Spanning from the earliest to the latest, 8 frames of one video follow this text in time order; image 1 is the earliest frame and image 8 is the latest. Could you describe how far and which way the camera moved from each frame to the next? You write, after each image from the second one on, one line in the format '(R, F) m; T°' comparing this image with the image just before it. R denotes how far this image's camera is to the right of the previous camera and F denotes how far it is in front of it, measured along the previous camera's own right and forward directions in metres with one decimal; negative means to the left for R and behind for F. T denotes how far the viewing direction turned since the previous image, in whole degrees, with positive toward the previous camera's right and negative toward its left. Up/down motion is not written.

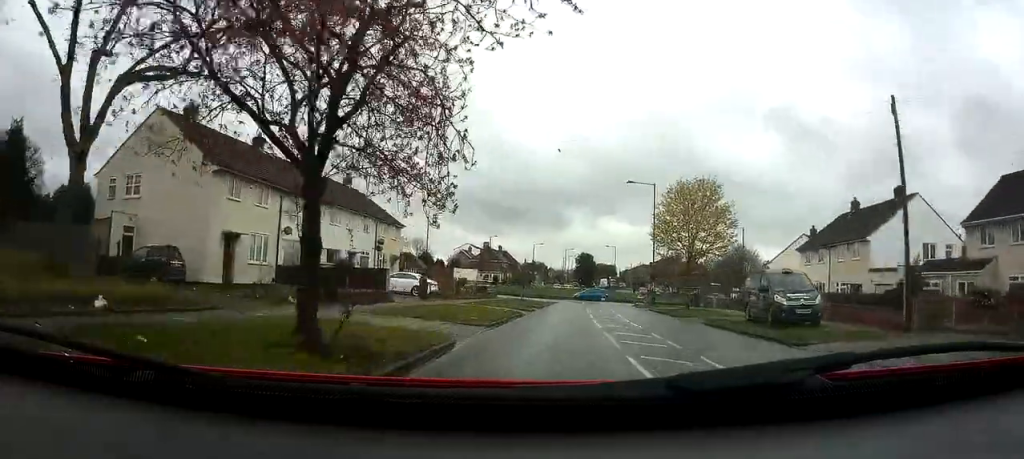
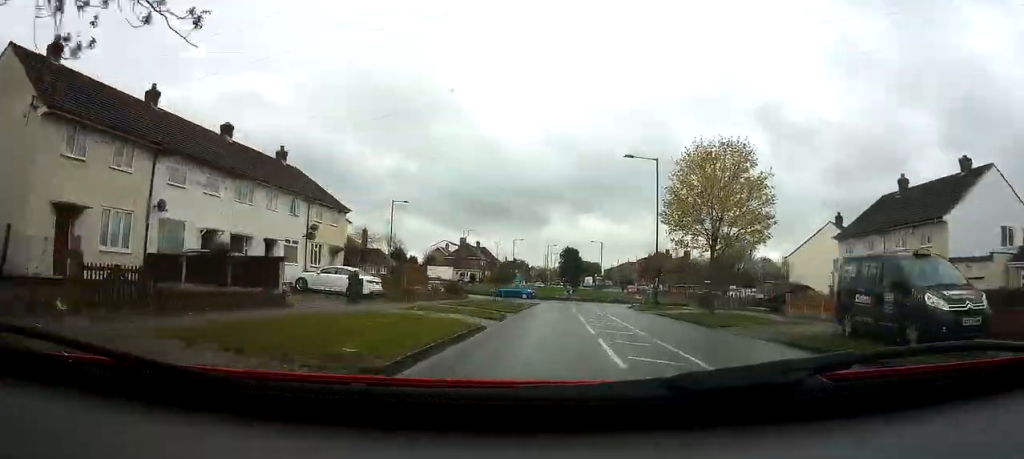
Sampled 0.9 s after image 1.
(+0.3, +9.1) m; +3°
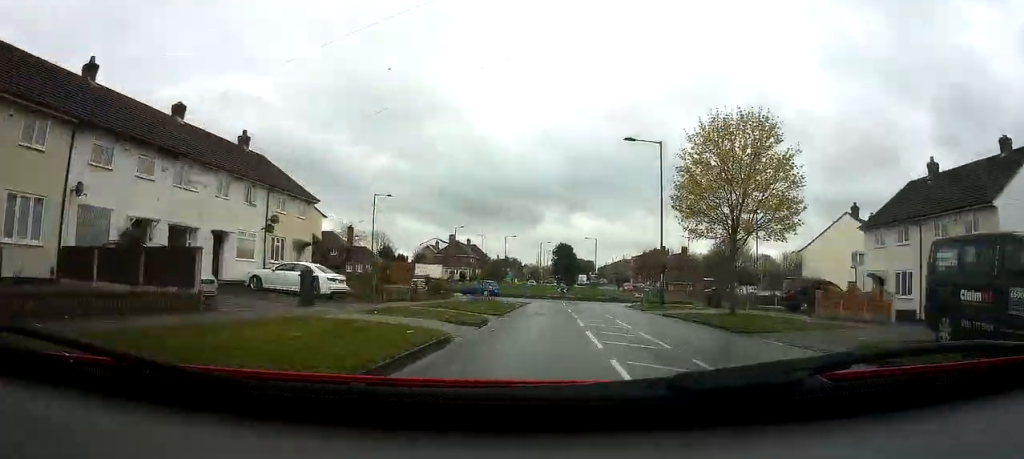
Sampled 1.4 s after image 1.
(+0.1, +4.1) m; +1°
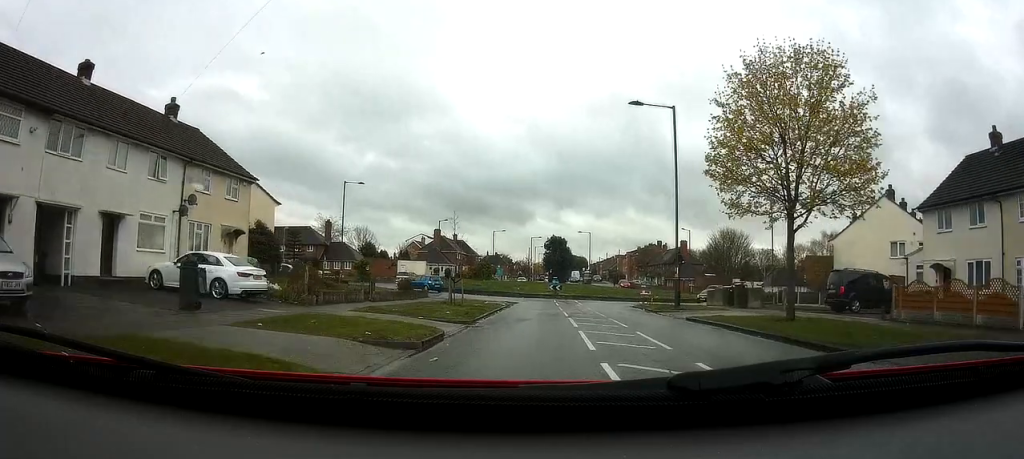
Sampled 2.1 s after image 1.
(+0.1, +6.7) m; +1°
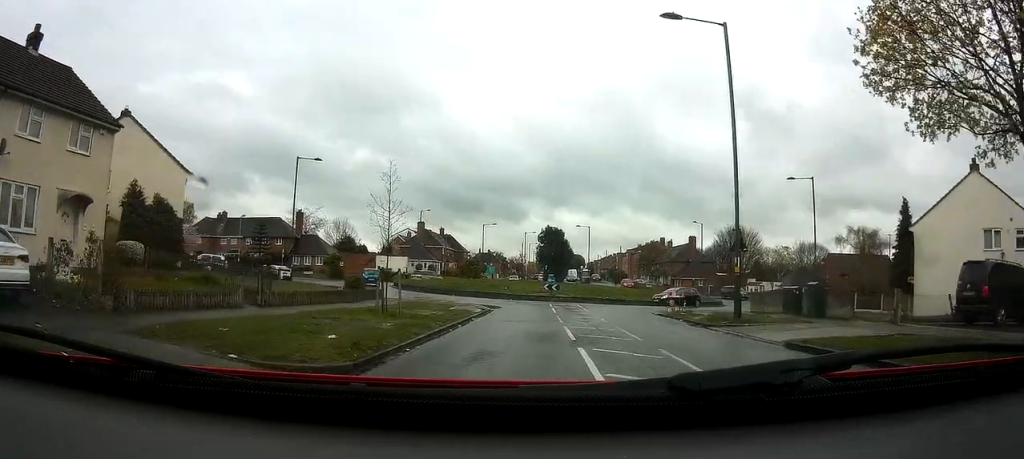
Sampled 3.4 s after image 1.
(+0.2, +10.2) m; +1°
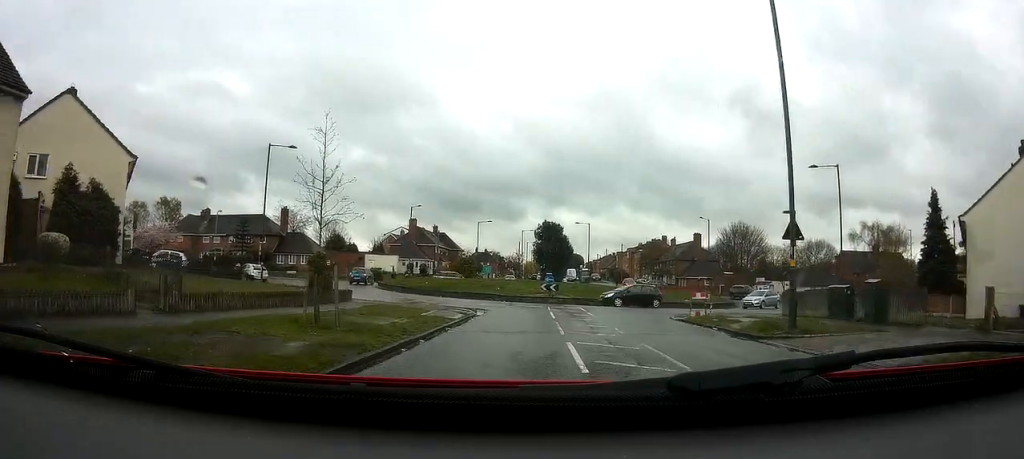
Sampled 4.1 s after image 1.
(+0.1, +4.9) m; -1°
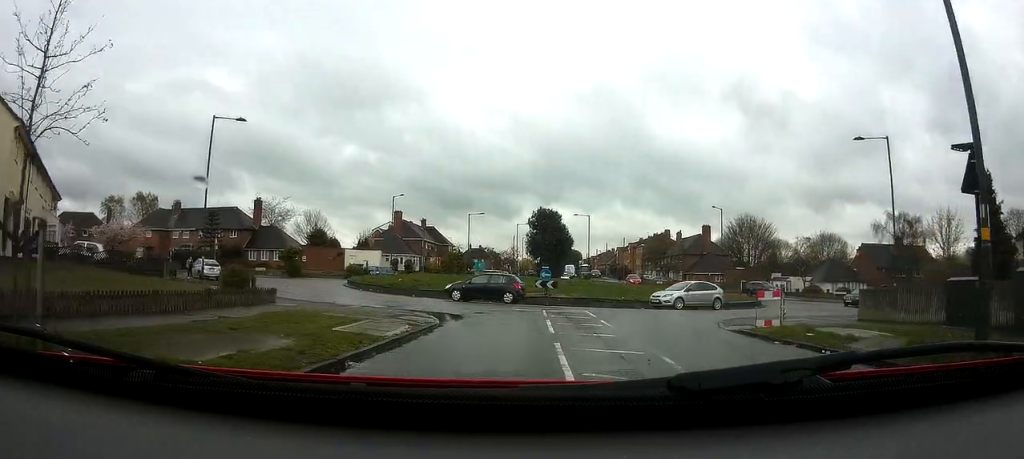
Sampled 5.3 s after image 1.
(-0.3, +7.2) m; 0°
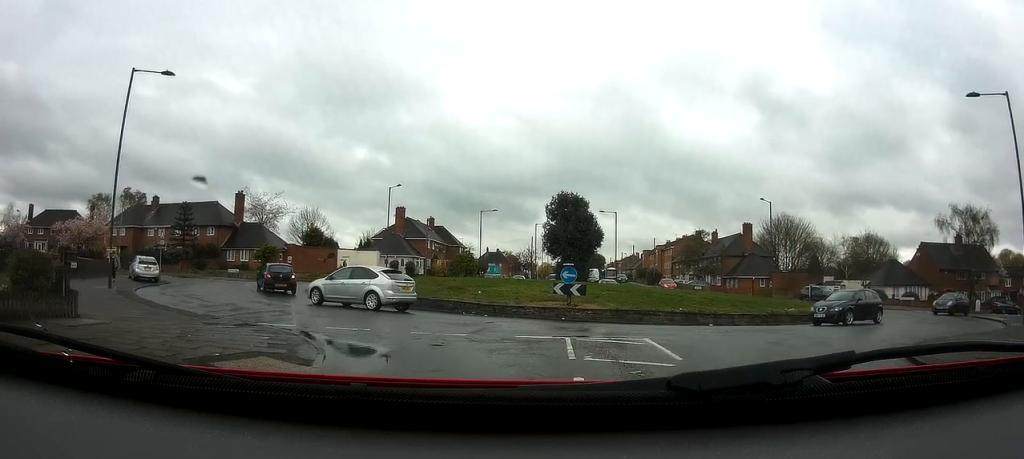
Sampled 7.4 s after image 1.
(+0.1, +9.4) m; -3°
